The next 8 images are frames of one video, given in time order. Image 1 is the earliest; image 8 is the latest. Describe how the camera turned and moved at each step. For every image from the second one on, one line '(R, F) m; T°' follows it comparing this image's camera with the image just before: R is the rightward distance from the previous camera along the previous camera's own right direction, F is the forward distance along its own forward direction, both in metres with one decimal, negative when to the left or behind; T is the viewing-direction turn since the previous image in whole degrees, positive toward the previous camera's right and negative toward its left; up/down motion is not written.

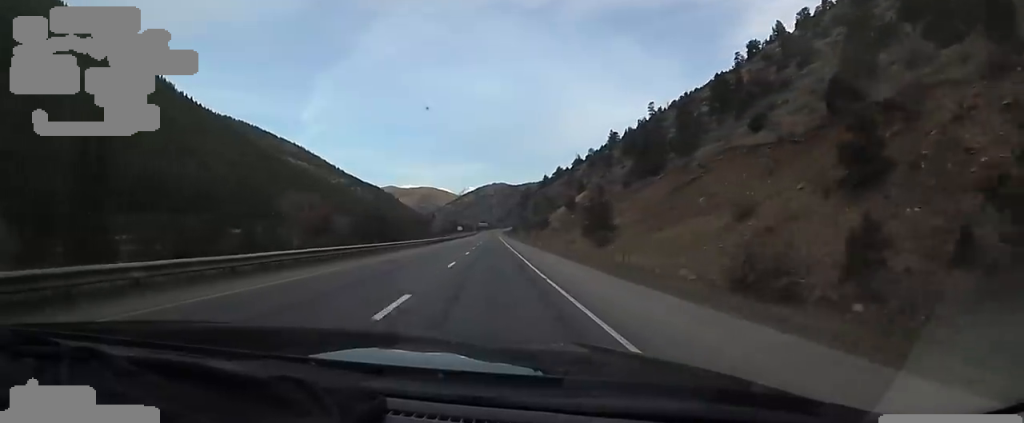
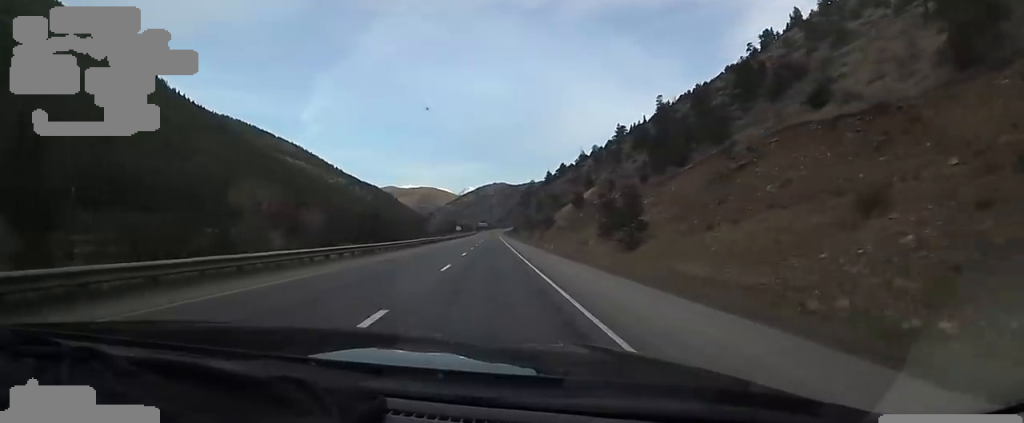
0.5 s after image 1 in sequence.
(0.0, +14.3) m; -1°
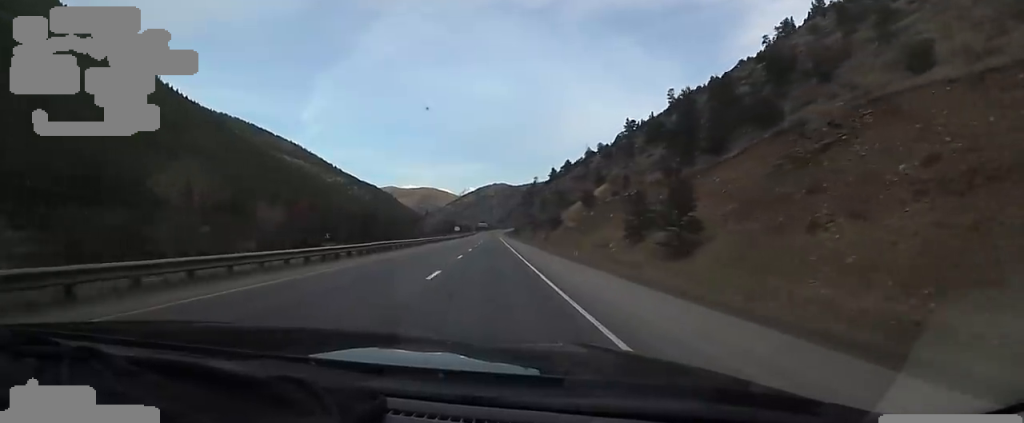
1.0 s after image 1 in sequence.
(-0.2, +15.4) m; -1°
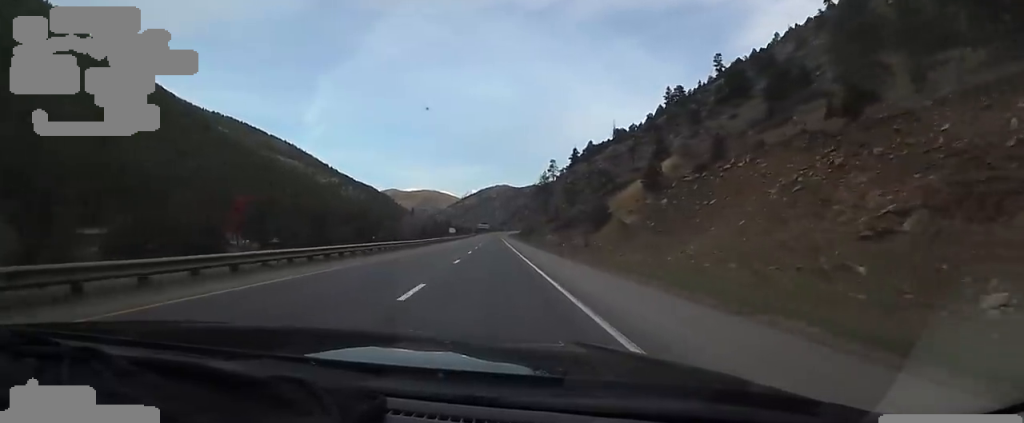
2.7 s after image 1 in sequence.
(-1.3, +52.2) m; 0°
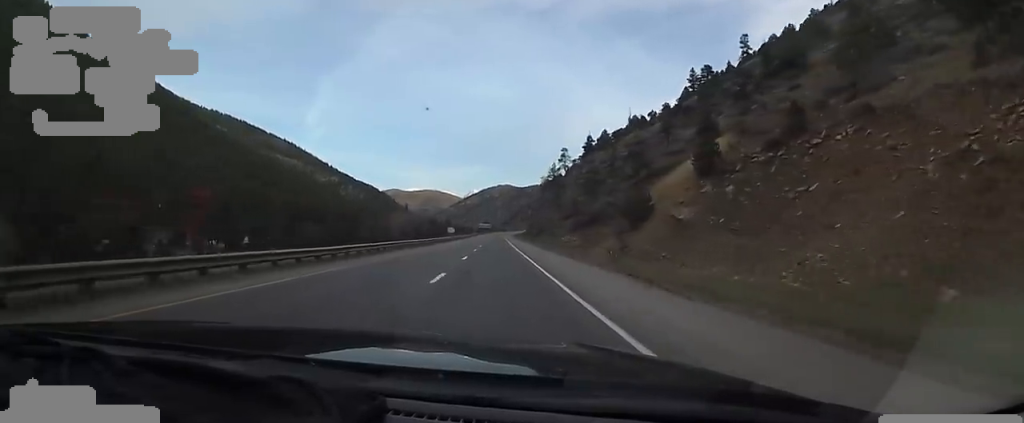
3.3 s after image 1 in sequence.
(+0.3, +20.6) m; +2°
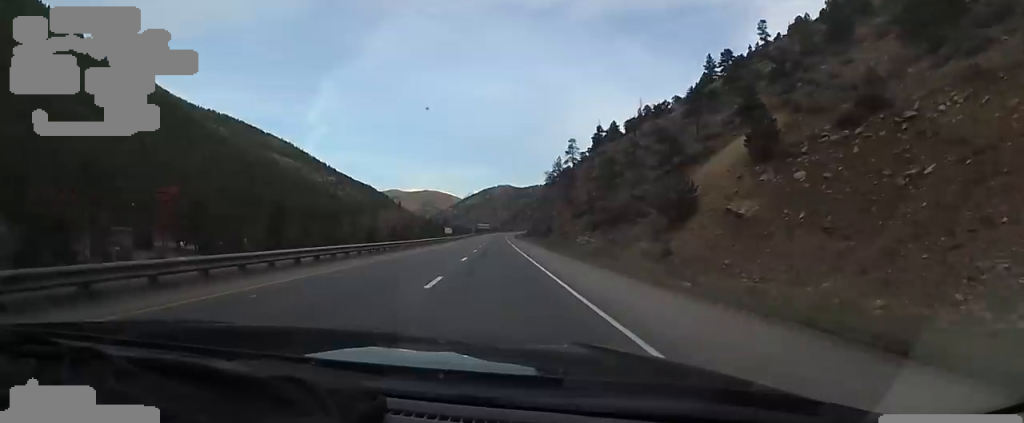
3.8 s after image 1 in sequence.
(+0.2, +13.4) m; +1°
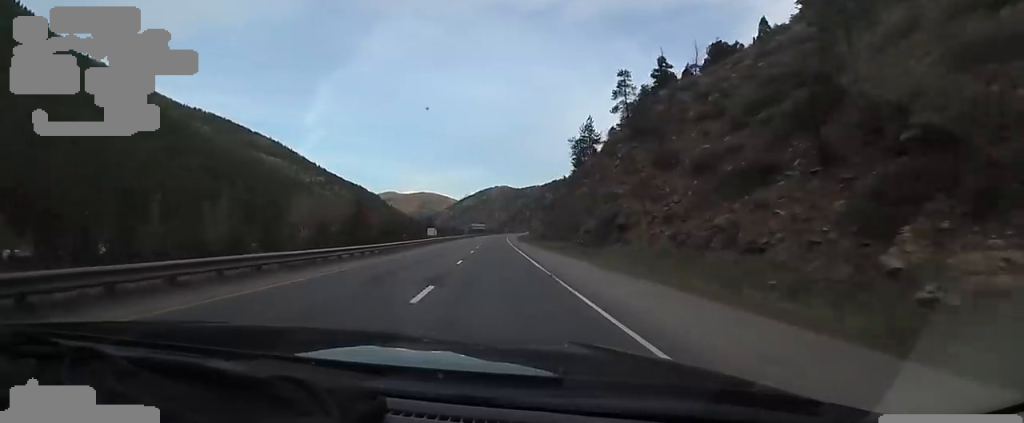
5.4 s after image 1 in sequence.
(+0.6, +50.6) m; 0°
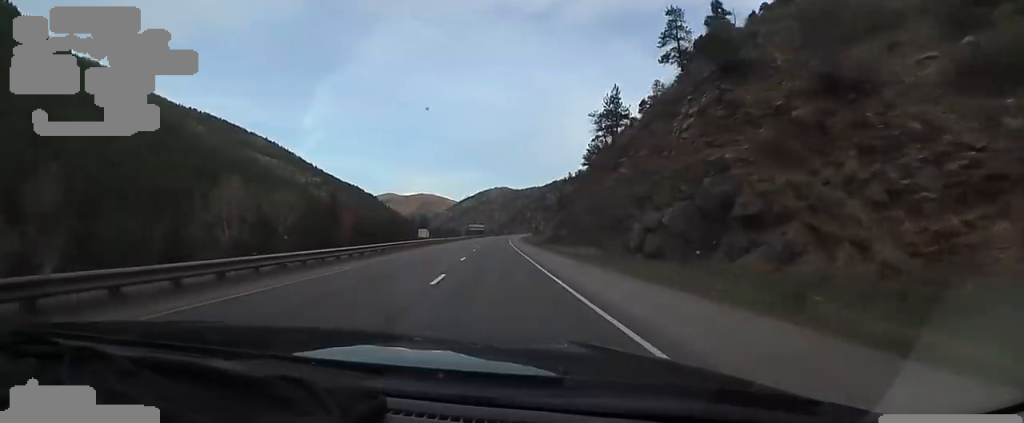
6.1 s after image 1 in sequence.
(-0.4, +20.9) m; 0°
